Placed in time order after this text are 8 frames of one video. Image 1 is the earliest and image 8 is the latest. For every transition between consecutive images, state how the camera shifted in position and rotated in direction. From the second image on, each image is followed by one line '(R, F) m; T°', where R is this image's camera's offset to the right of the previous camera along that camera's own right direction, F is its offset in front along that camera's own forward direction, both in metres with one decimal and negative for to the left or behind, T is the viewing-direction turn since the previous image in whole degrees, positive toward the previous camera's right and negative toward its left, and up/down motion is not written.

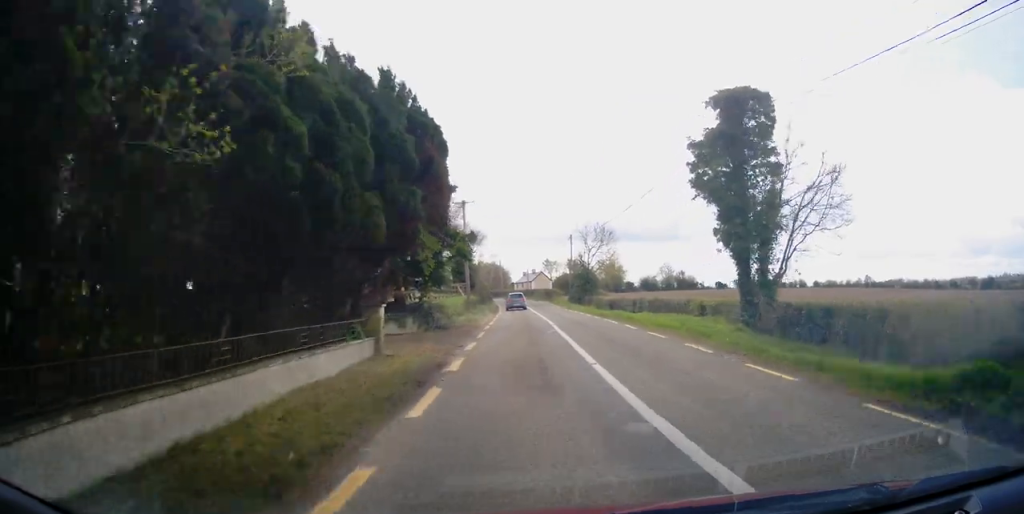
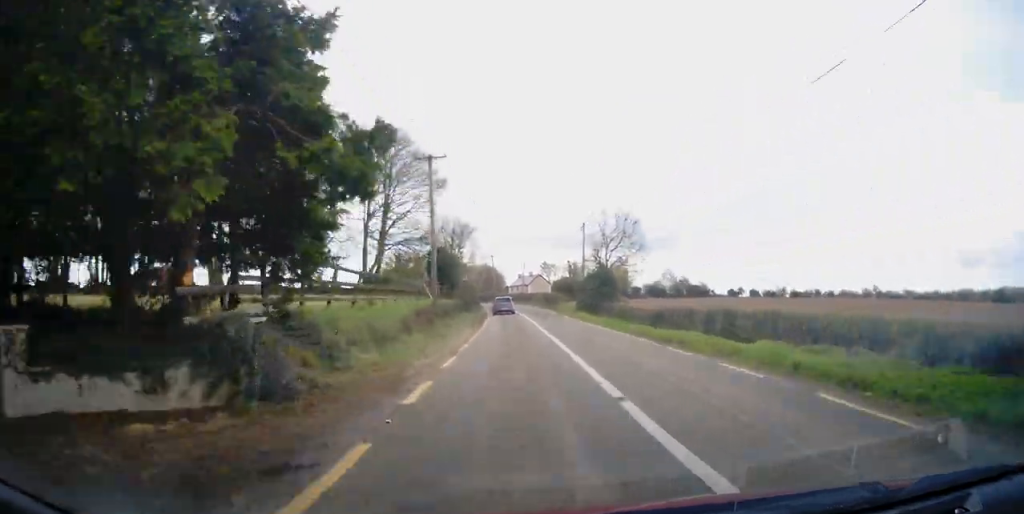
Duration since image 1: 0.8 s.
(+0.3, +15.2) m; +1°
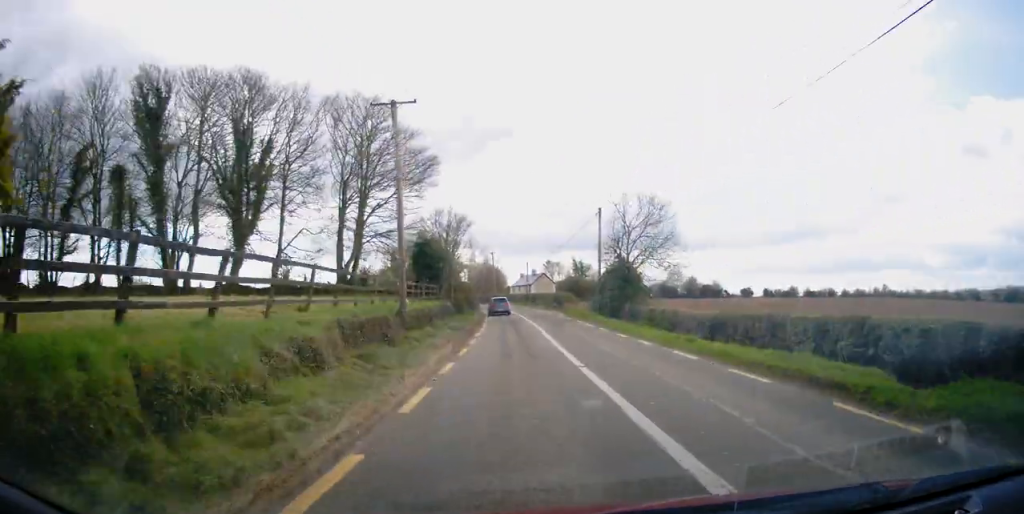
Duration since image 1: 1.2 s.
(+0.1, +8.2) m; 0°
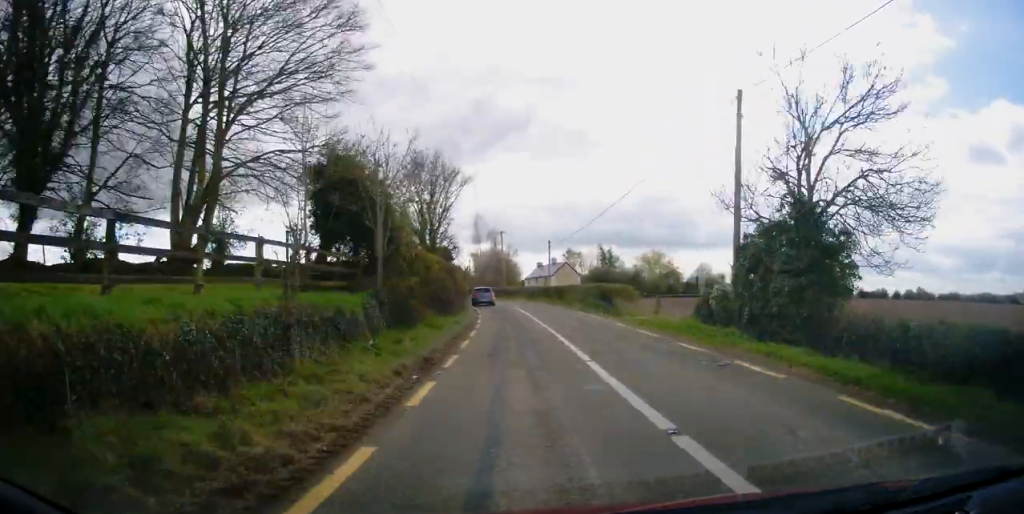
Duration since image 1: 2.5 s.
(0.0, +23.8) m; 0°
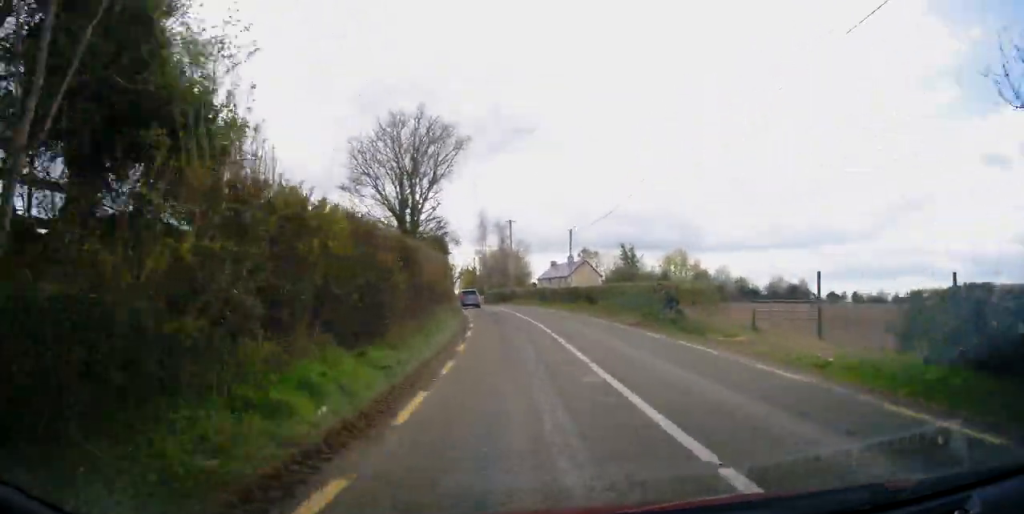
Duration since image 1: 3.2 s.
(+0.1, +12.9) m; -1°
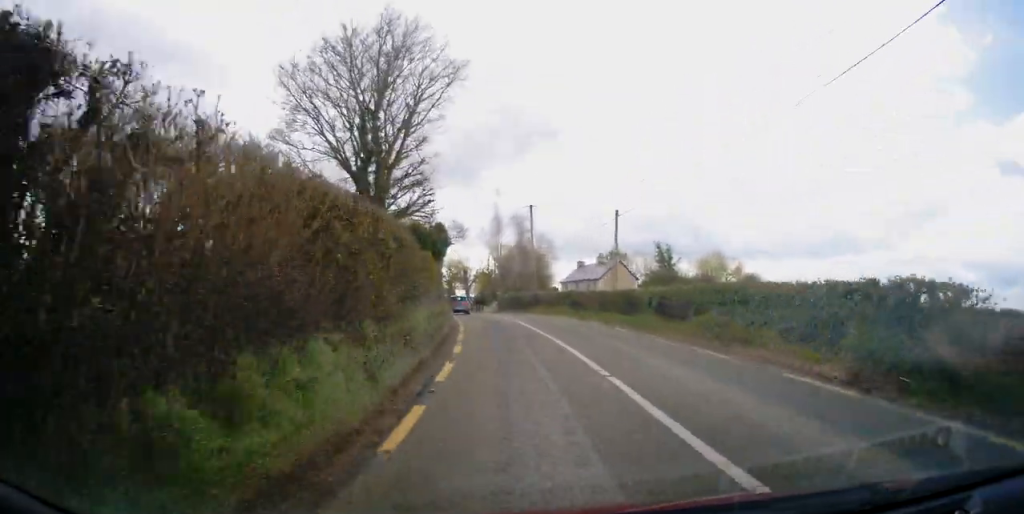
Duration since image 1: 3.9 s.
(-0.2, +13.3) m; -2°
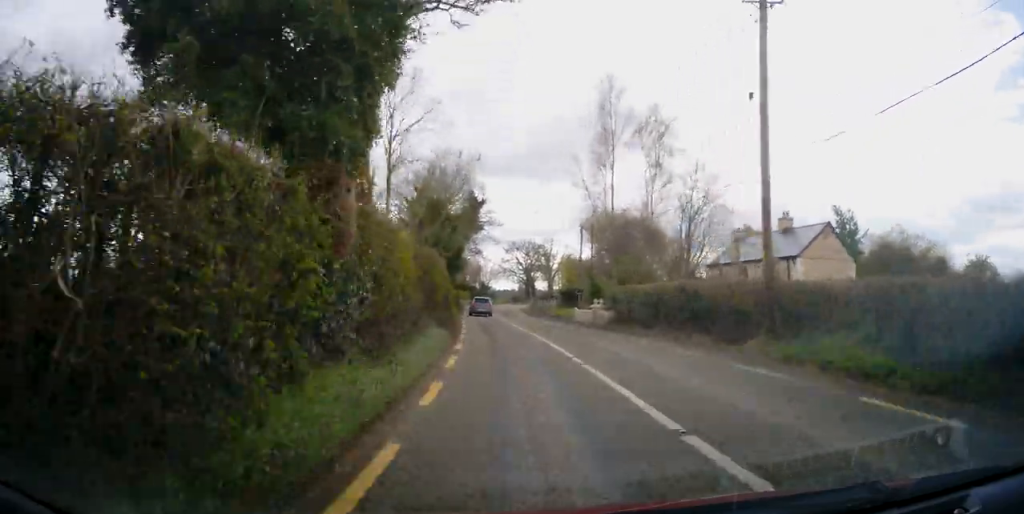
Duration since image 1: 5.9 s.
(-1.8, +33.9) m; -6°
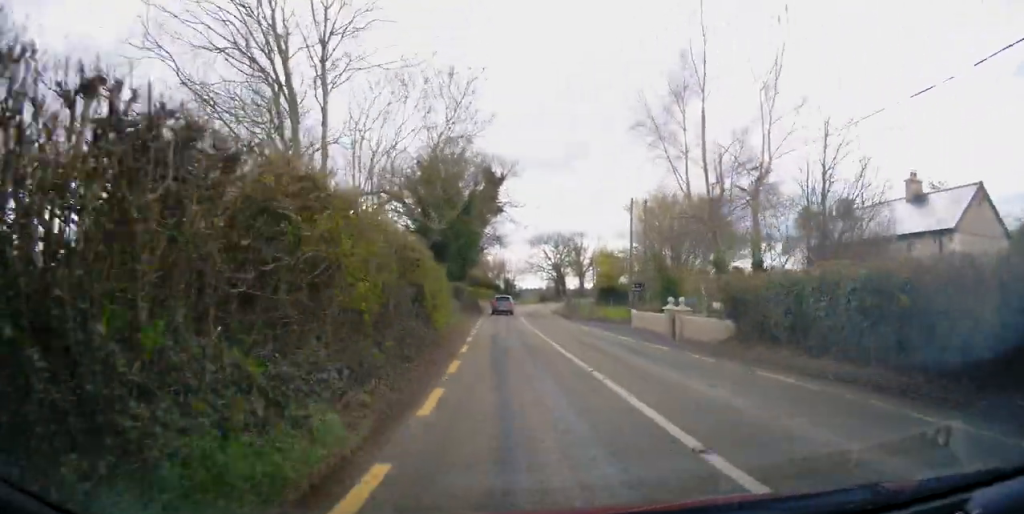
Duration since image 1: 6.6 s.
(-0.3, +12.6) m; -2°
